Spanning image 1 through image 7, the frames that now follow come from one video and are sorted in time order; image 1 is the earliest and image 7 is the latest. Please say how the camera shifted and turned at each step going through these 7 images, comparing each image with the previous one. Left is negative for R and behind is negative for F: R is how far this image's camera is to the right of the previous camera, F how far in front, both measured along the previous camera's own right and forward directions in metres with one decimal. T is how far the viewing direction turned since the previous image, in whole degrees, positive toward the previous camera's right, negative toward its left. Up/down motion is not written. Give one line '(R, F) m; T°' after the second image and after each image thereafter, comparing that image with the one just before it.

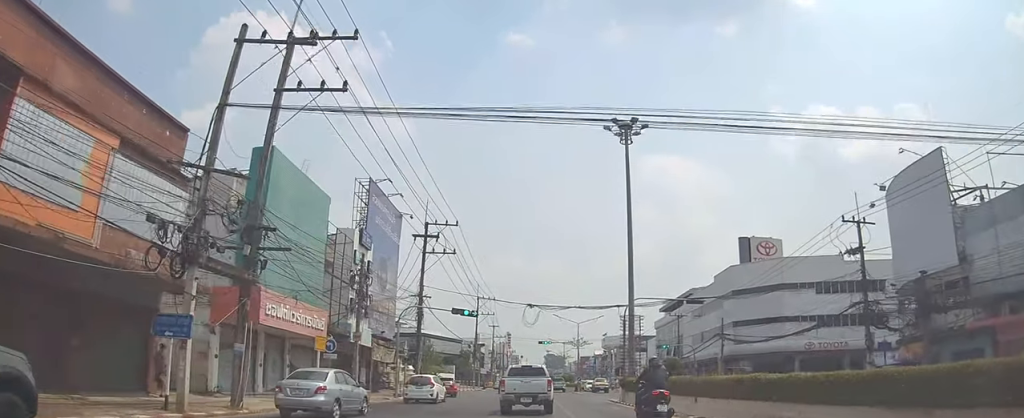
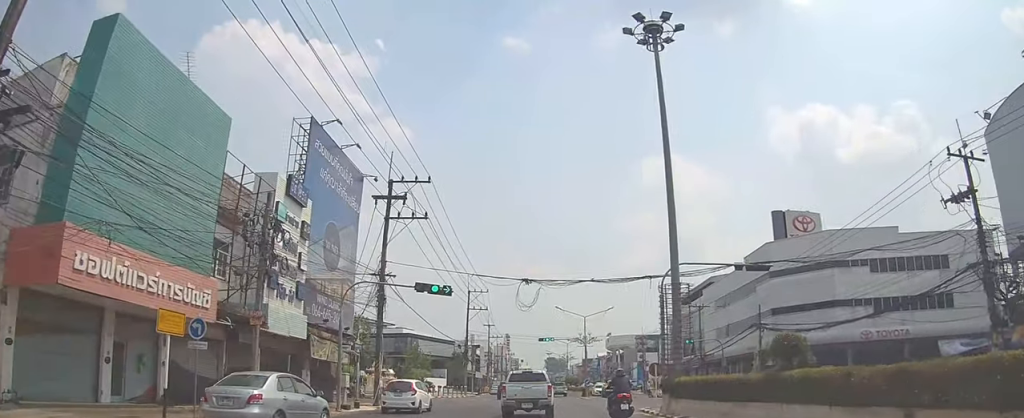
(+0.9, +9.9) m; +2°
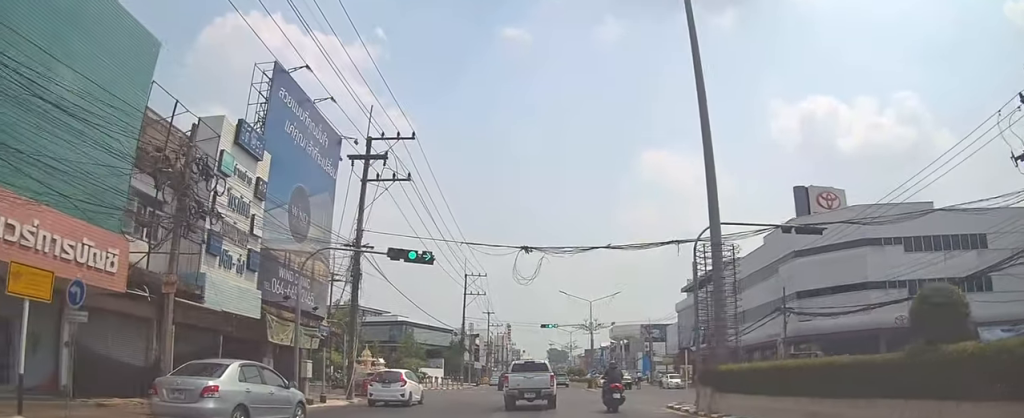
(-0.3, +4.6) m; 0°
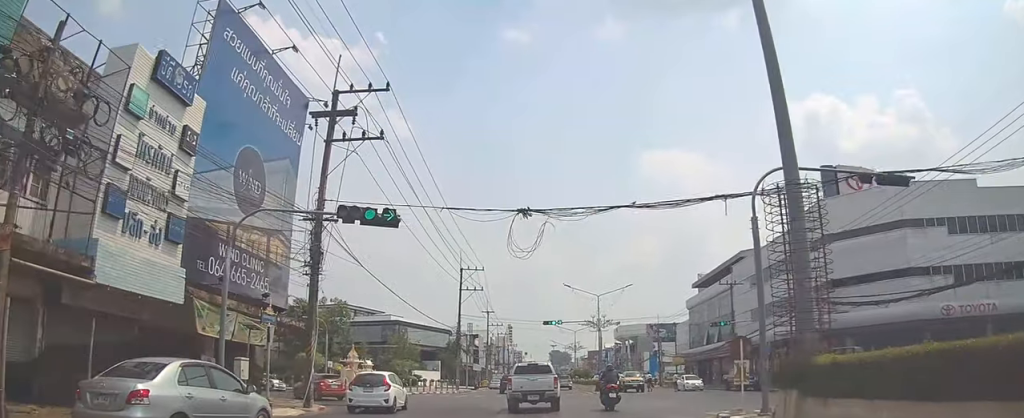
(-0.4, +5.1) m; 0°
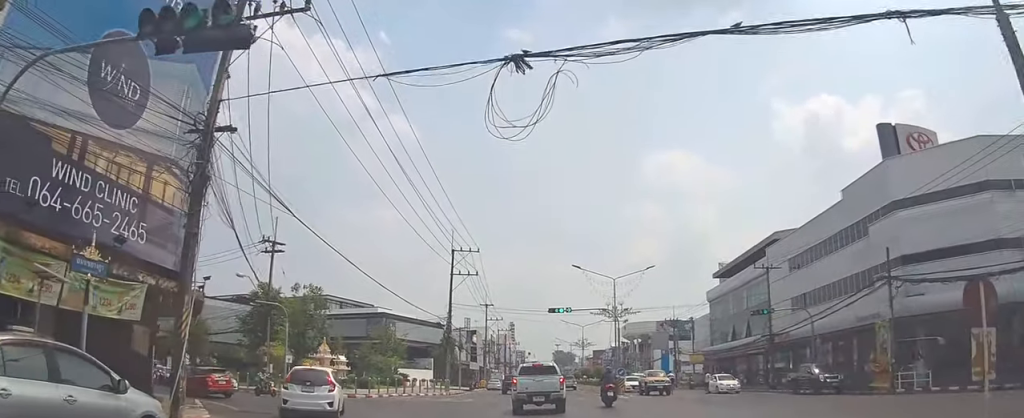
(+0.6, +8.3) m; -1°
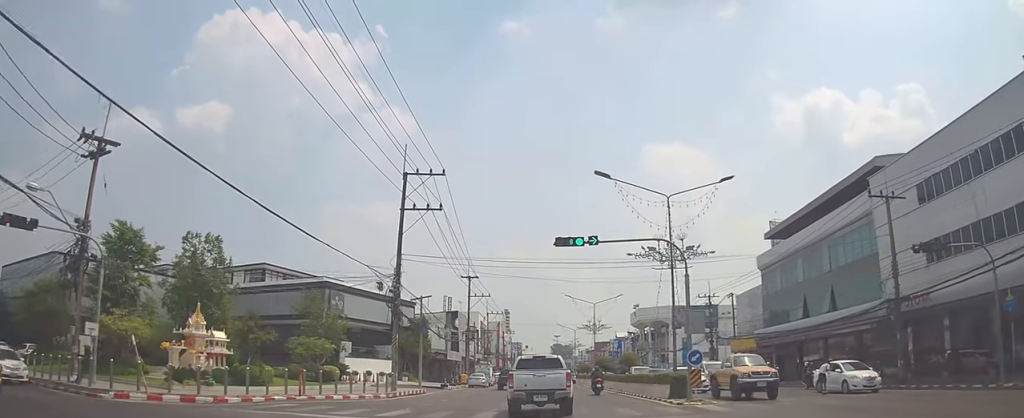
(-1.5, +18.4) m; -2°
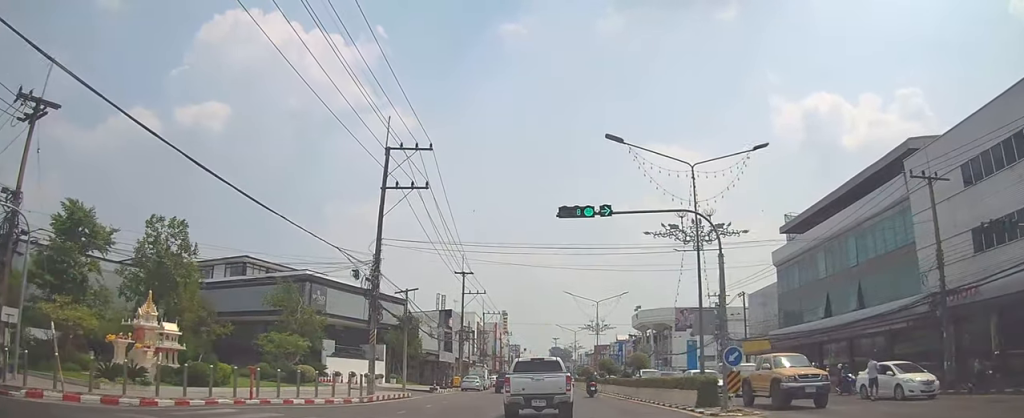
(+0.2, +4.4) m; +1°
